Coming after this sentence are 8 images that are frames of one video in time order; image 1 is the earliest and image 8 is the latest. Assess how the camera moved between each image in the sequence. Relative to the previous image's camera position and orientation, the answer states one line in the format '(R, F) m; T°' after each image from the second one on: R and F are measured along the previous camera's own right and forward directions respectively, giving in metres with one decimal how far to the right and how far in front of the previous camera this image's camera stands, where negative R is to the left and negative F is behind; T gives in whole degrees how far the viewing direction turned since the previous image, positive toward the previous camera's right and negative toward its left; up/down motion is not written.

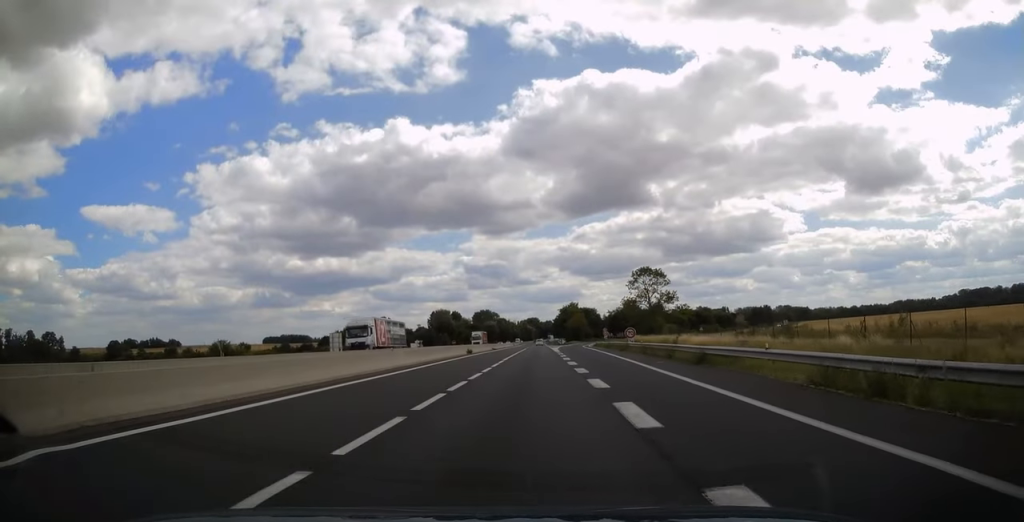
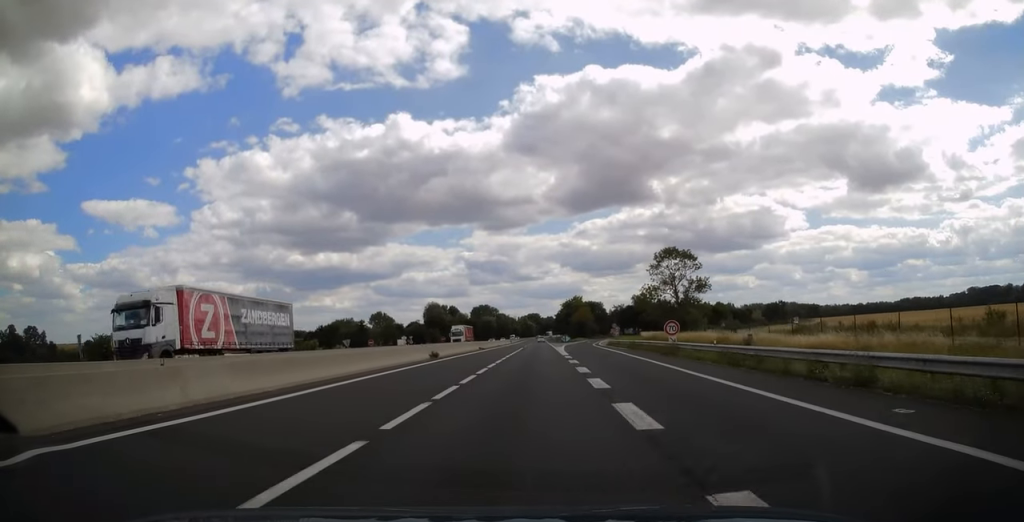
(0.0, +19.2) m; 0°
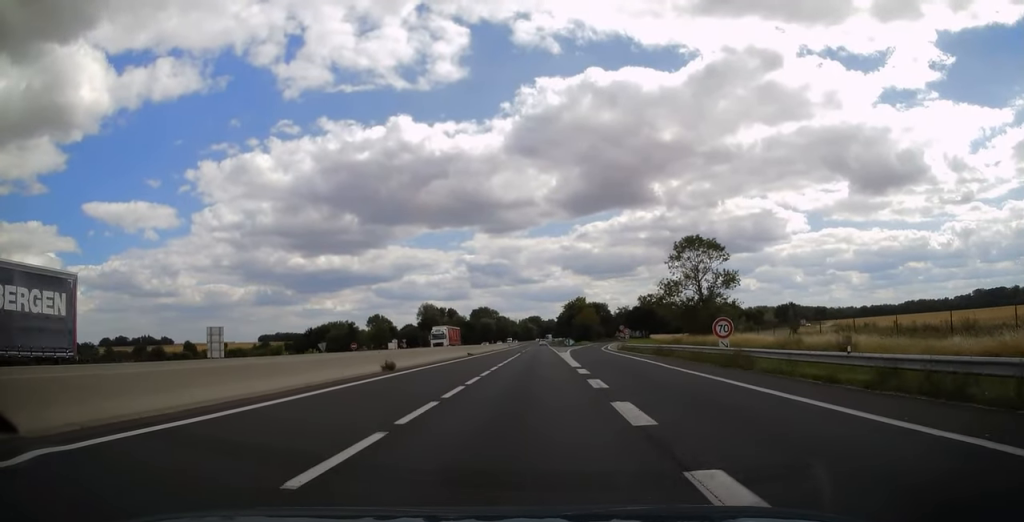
(0.0, +11.8) m; 0°
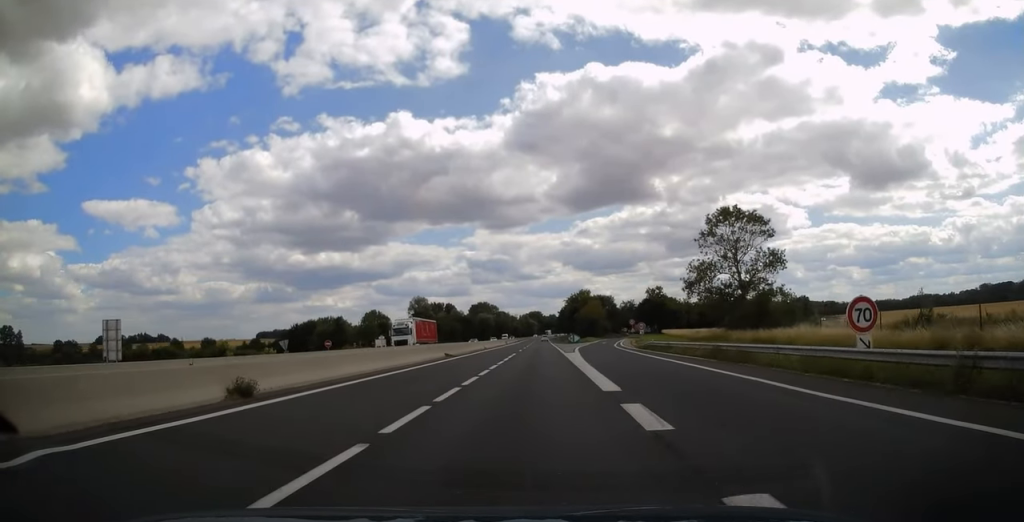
(0.0, +13.8) m; 0°
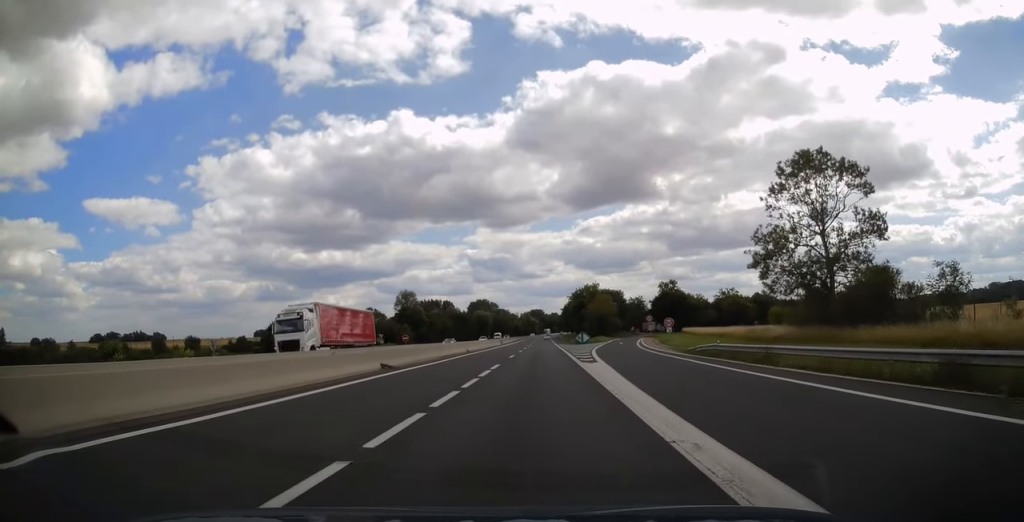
(-0.1, +17.7) m; 0°
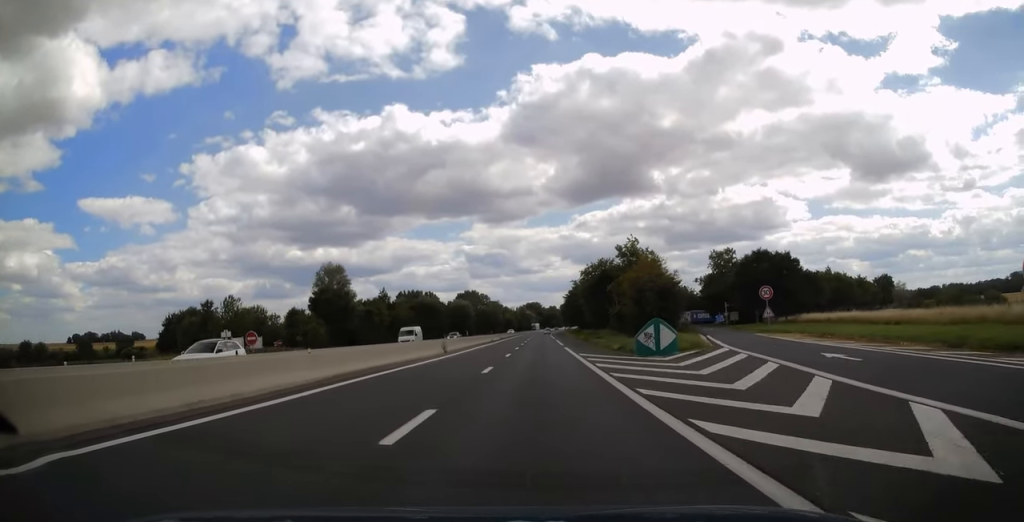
(+0.2, +54.7) m; 0°
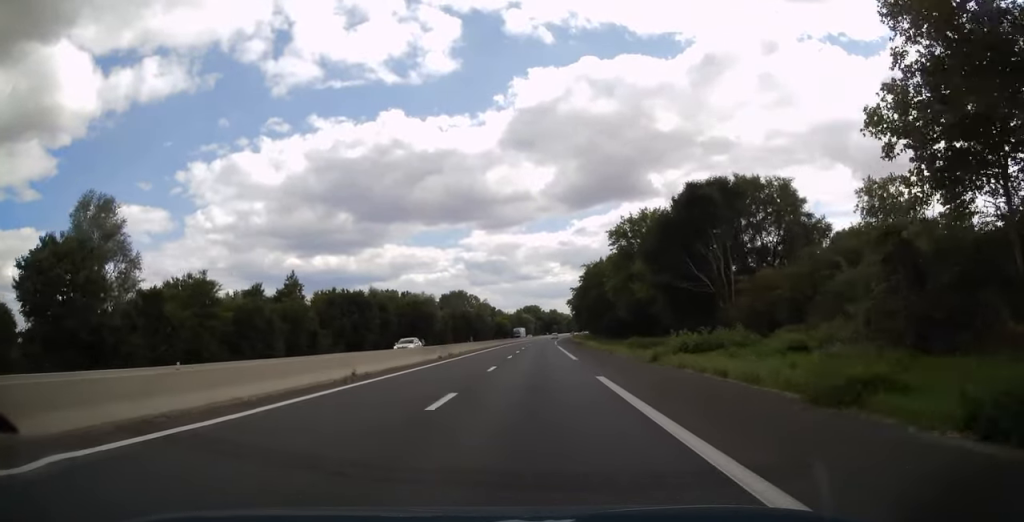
(-0.1, +59.2) m; 0°
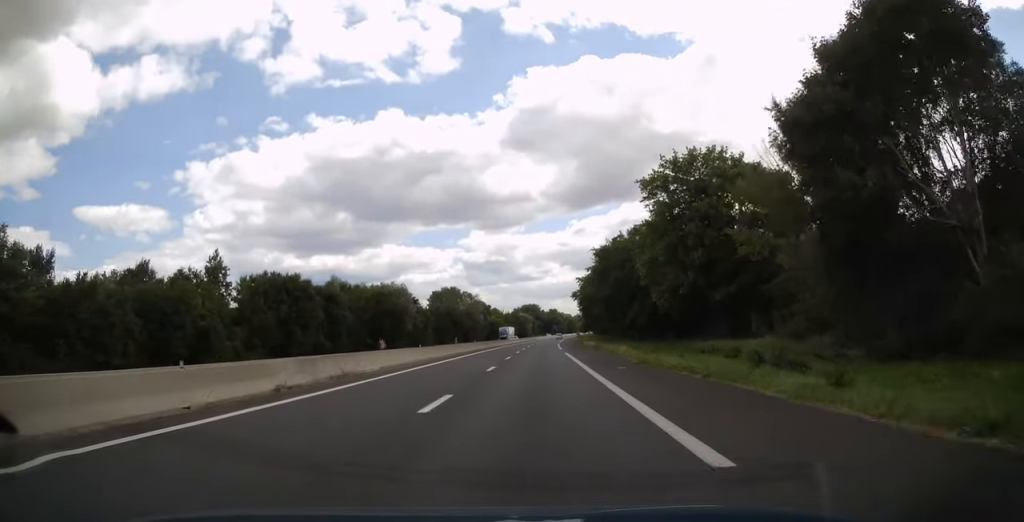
(+0.1, +25.6) m; 0°
